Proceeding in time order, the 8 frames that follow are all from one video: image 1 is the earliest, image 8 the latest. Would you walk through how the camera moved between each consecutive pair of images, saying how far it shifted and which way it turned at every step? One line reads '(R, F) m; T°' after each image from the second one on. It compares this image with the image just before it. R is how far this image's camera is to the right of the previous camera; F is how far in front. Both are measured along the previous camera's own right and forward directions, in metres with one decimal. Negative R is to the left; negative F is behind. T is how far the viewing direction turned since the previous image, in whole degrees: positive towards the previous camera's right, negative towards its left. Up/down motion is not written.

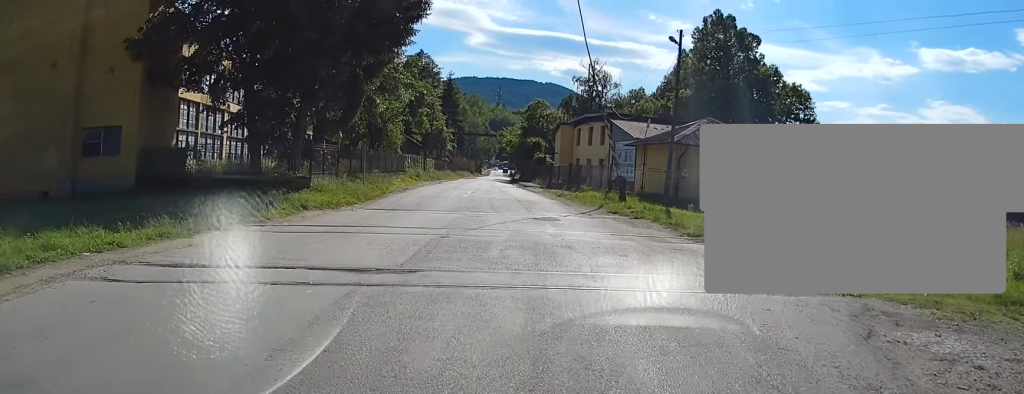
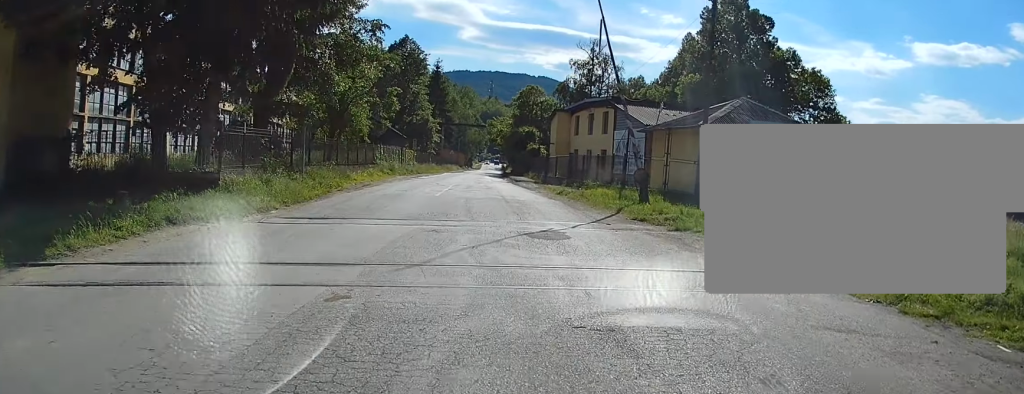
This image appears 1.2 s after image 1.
(0.0, +7.6) m; +4°
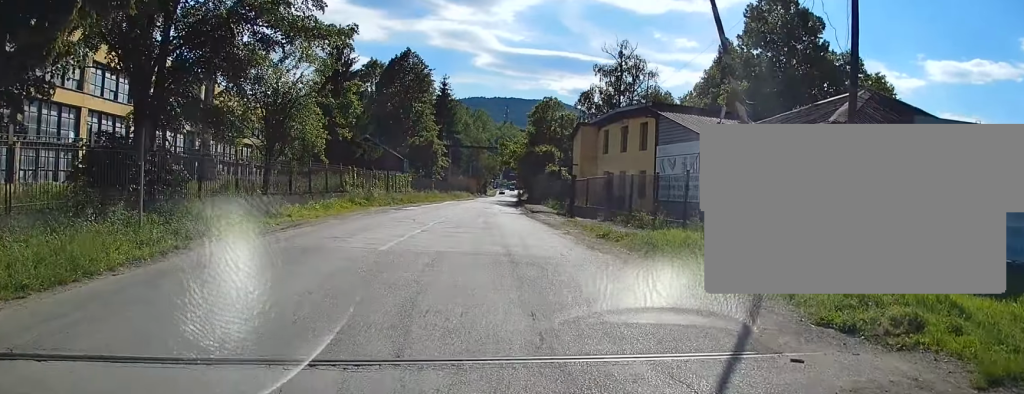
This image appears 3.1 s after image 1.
(+0.7, +11.3) m; +1°
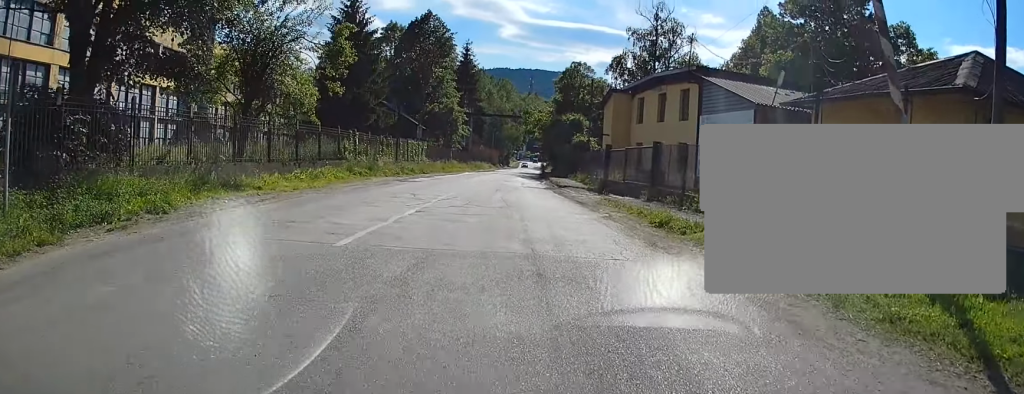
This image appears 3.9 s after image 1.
(-0.2, +4.5) m; -4°
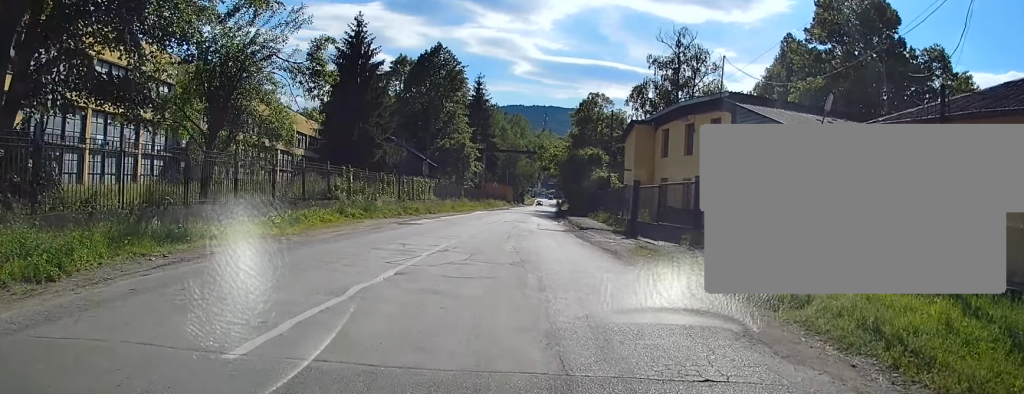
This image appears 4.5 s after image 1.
(-0.1, +3.7) m; -3°
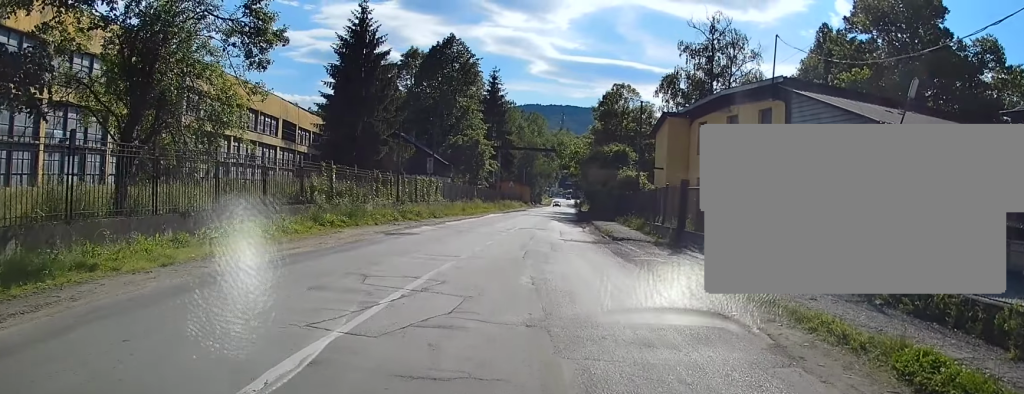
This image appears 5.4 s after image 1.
(-0.1, +5.1) m; +1°
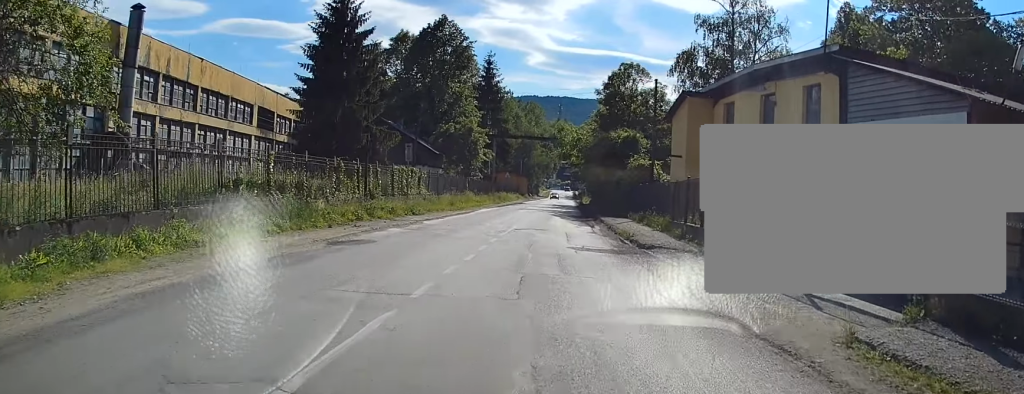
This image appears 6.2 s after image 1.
(+0.2, +5.7) m; 0°
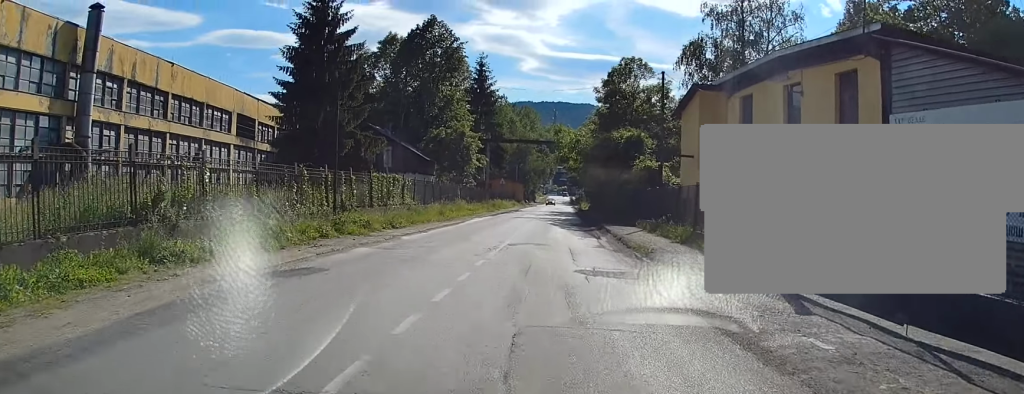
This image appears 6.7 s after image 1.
(0.0, +3.6) m; 0°
